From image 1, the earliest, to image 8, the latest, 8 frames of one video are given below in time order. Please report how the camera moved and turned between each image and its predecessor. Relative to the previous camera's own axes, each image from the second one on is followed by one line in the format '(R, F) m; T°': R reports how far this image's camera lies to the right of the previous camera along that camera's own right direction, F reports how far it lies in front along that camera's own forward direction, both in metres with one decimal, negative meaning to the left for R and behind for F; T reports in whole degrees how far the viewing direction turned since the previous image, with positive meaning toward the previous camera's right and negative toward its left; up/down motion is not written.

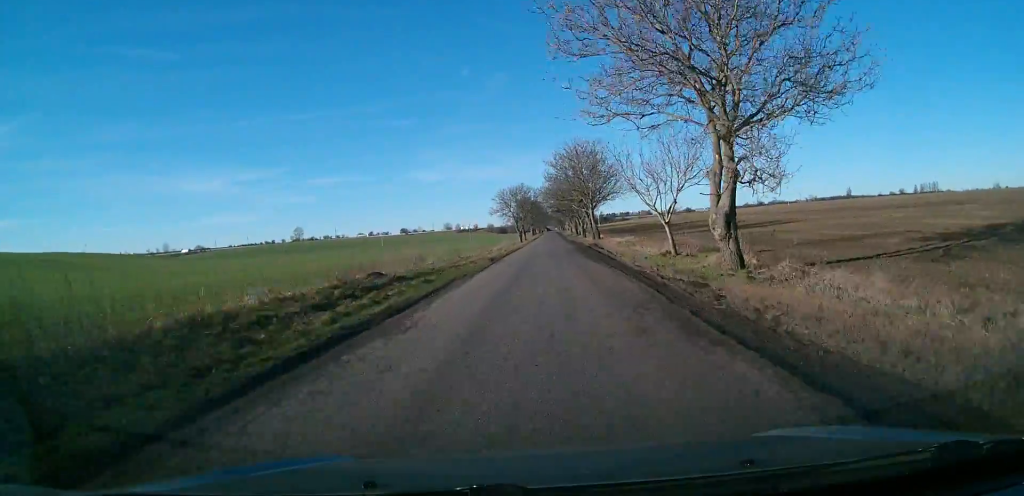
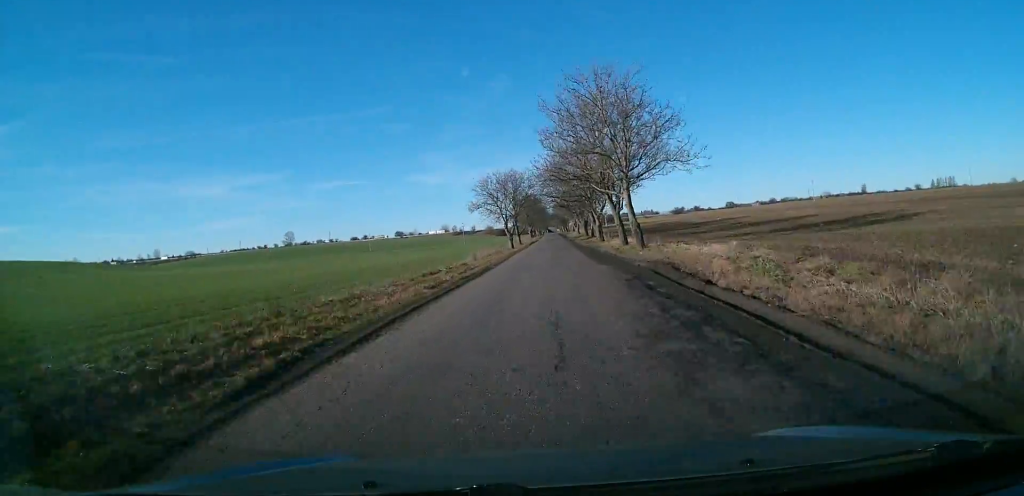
(-0.2, +30.7) m; 0°
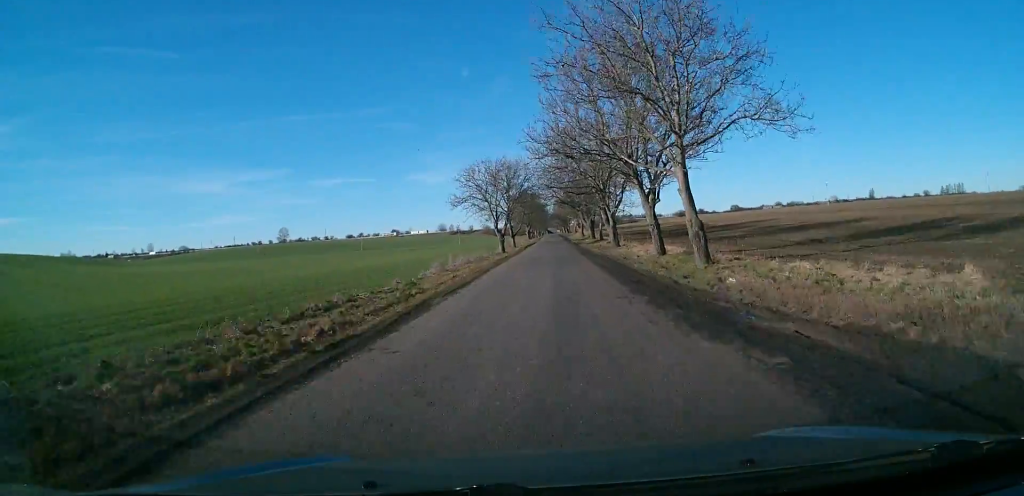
(+0.2, +15.6) m; +1°
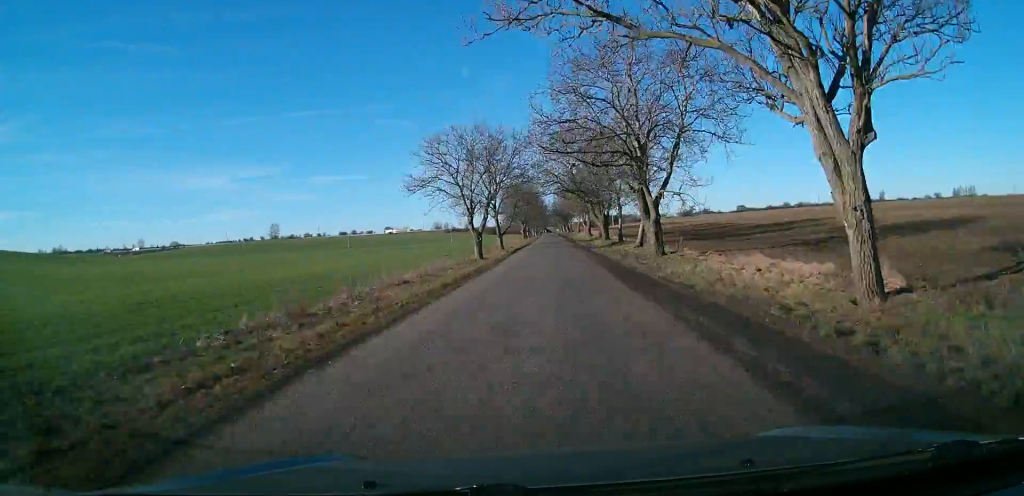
(+0.3, +21.8) m; +1°
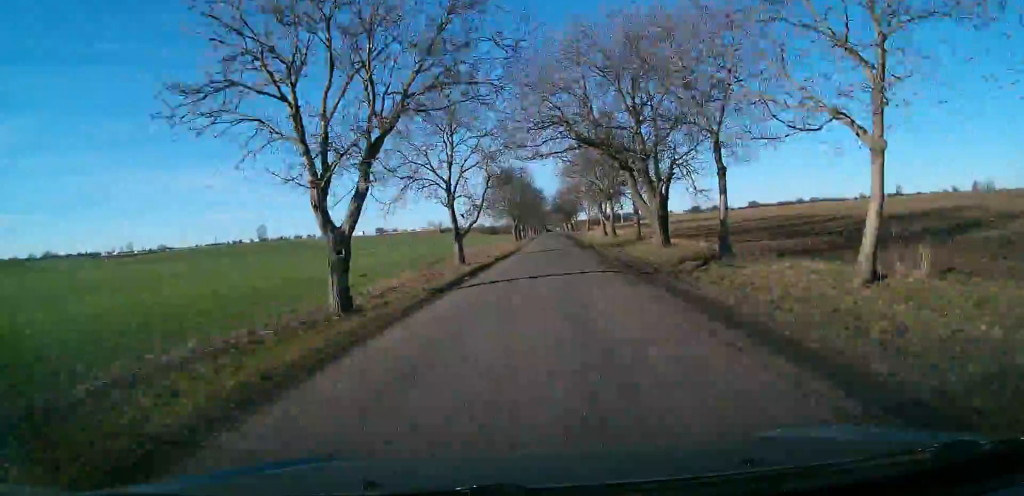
(-0.1, +32.1) m; -1°
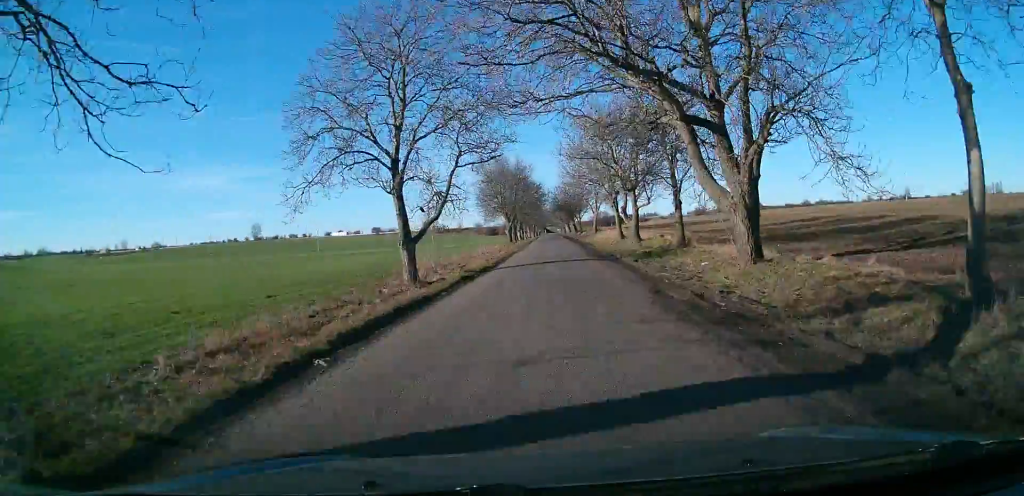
(0.0, +13.9) m; -1°
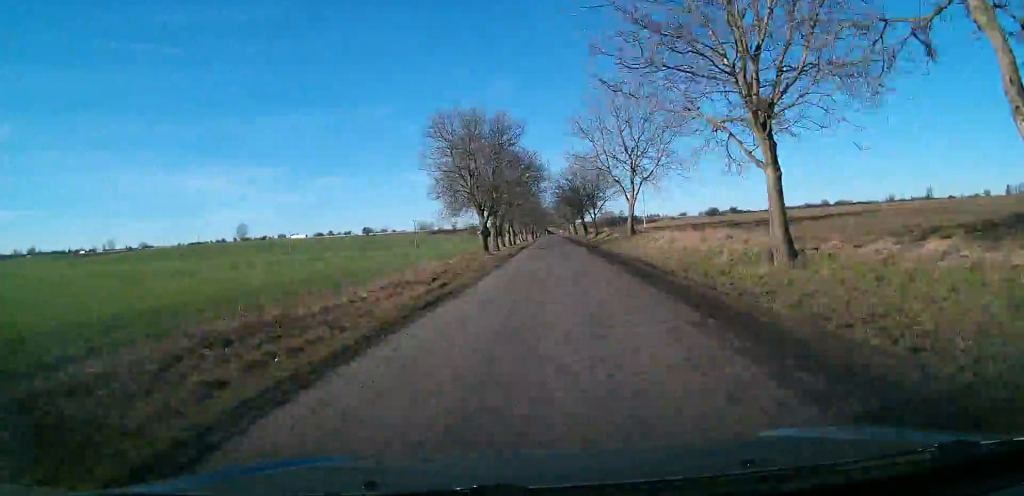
(-0.7, +36.0) m; -1°
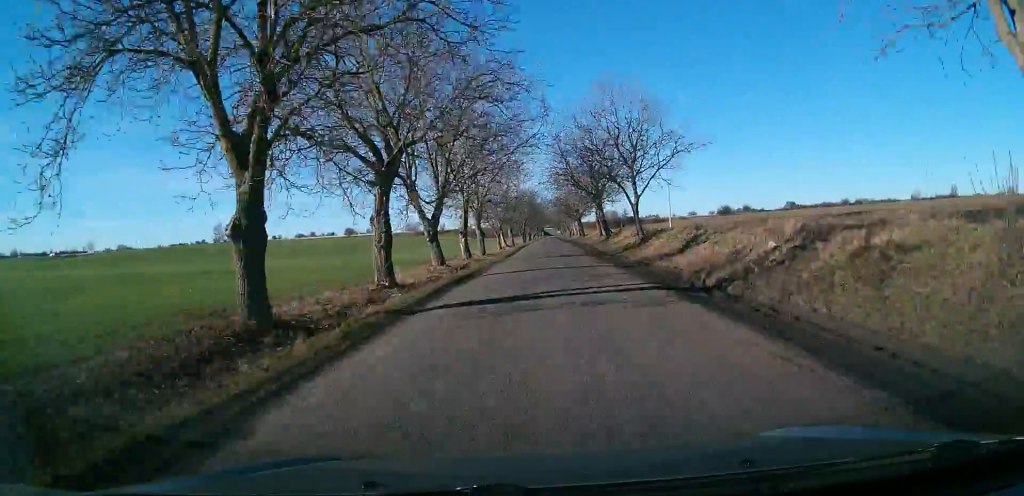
(0.0, +42.1) m; 0°
